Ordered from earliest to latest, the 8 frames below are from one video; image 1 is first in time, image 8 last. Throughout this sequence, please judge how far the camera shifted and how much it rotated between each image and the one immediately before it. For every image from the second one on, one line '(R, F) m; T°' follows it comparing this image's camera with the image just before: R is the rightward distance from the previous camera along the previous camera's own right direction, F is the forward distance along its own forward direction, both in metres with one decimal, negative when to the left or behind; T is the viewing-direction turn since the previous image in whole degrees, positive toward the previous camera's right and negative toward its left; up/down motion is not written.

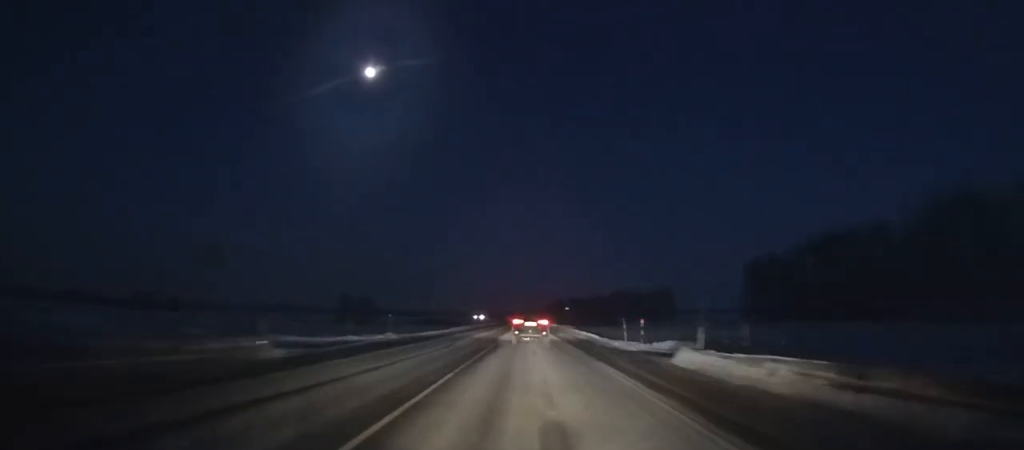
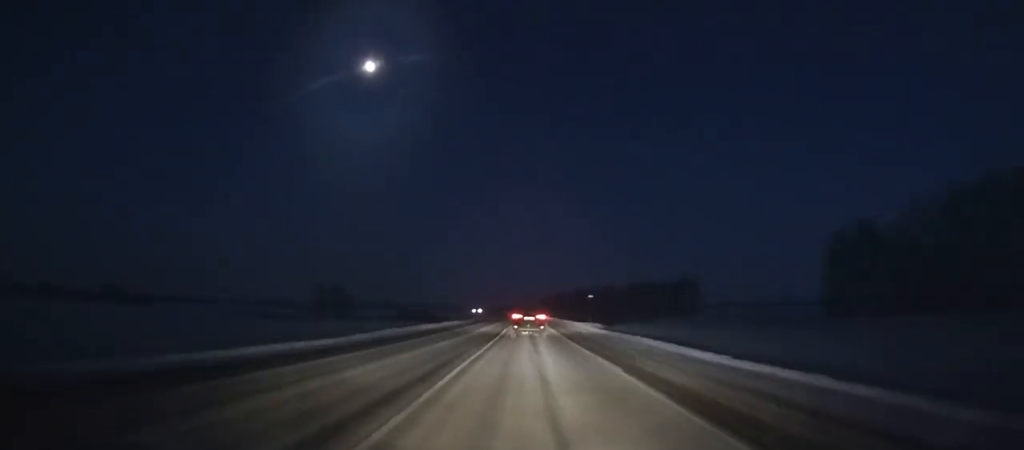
(+0.1, +39.3) m; 0°
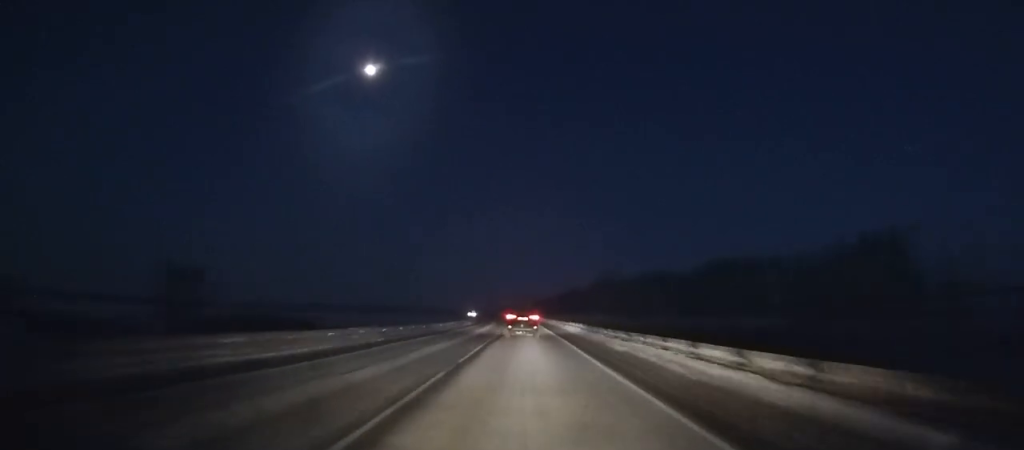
(-0.6, +128.3) m; 0°
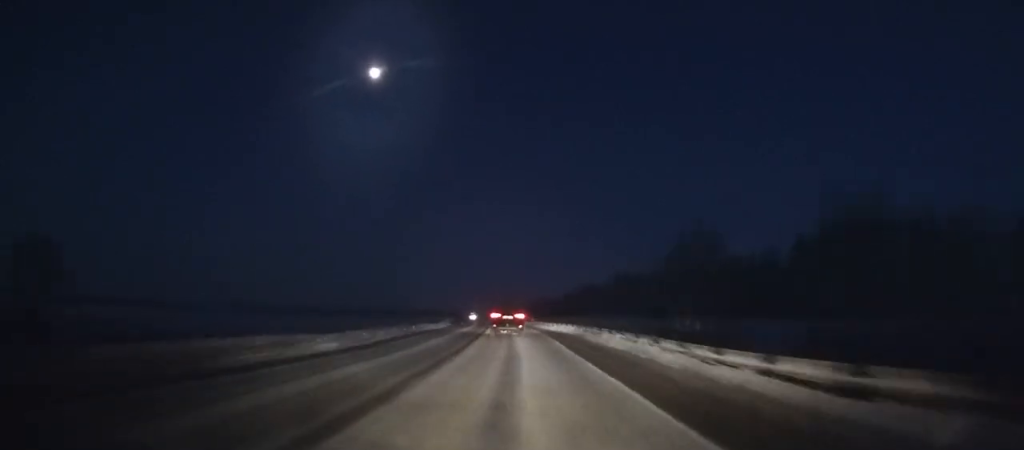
(-0.2, +54.1) m; -1°
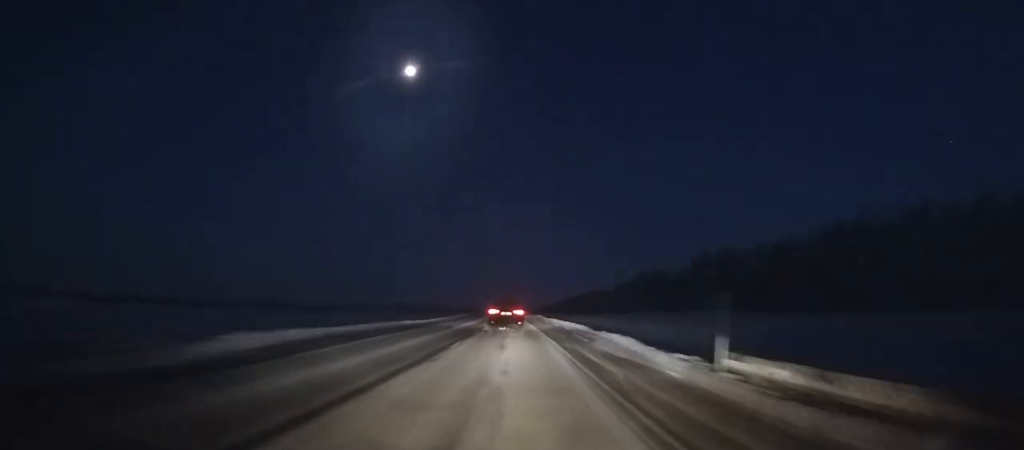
(-1.3, +68.8) m; -2°
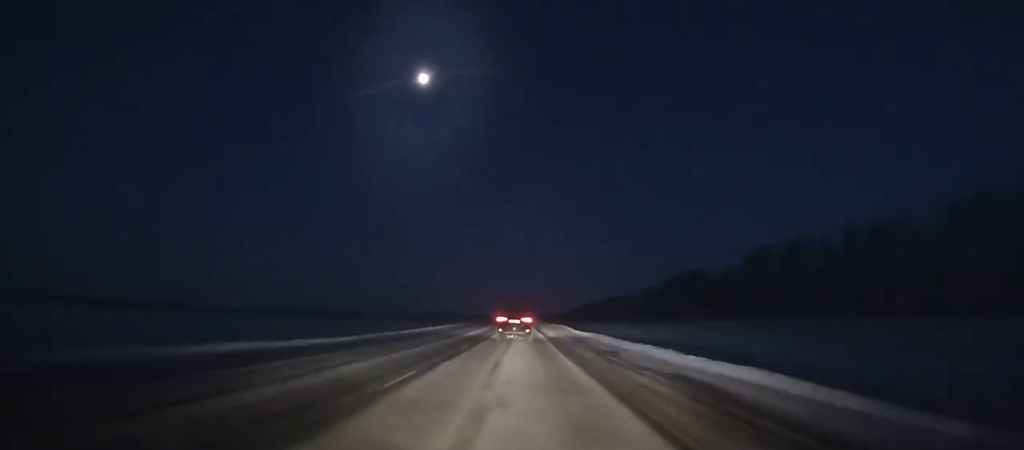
(-0.4, +32.7) m; -1°
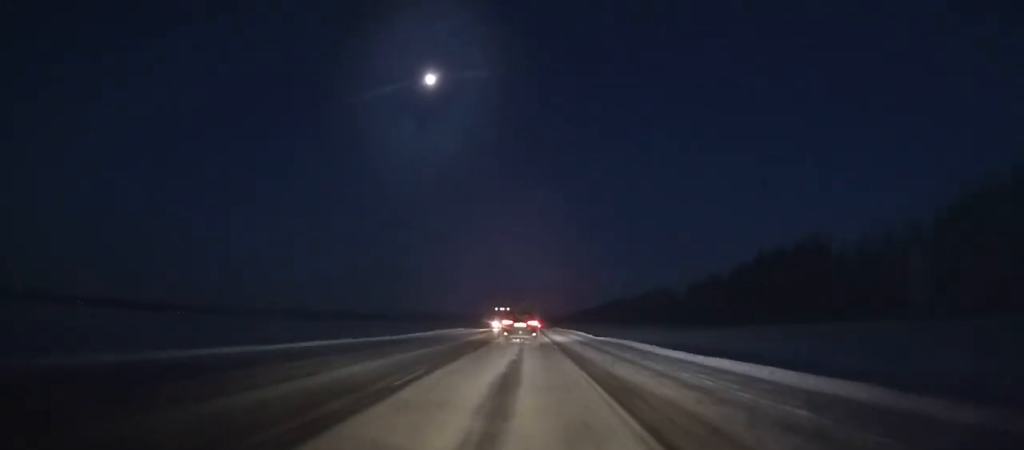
(-1.3, +70.8) m; -1°
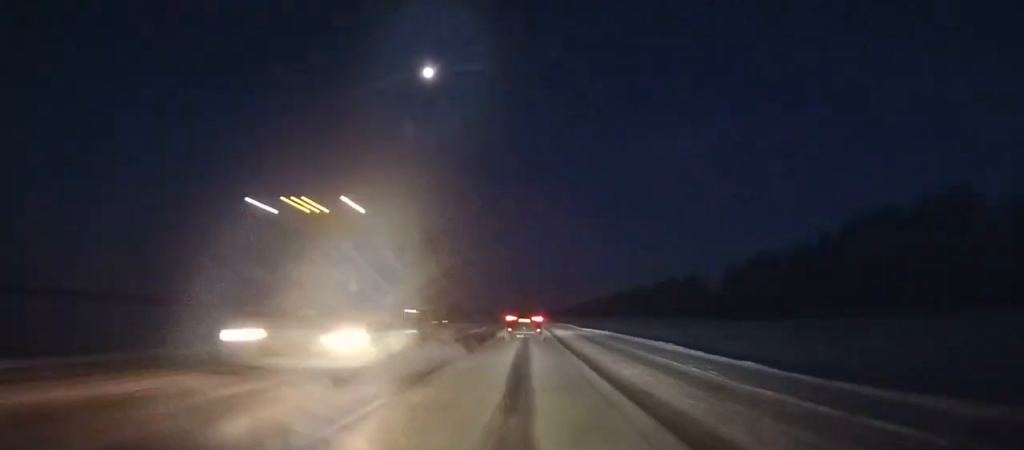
(-0.1, +40.3) m; 0°
